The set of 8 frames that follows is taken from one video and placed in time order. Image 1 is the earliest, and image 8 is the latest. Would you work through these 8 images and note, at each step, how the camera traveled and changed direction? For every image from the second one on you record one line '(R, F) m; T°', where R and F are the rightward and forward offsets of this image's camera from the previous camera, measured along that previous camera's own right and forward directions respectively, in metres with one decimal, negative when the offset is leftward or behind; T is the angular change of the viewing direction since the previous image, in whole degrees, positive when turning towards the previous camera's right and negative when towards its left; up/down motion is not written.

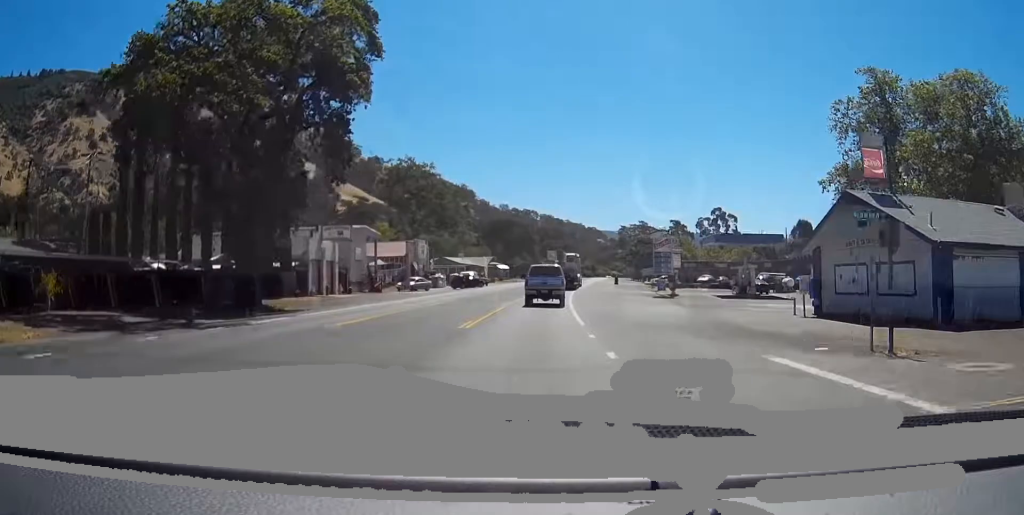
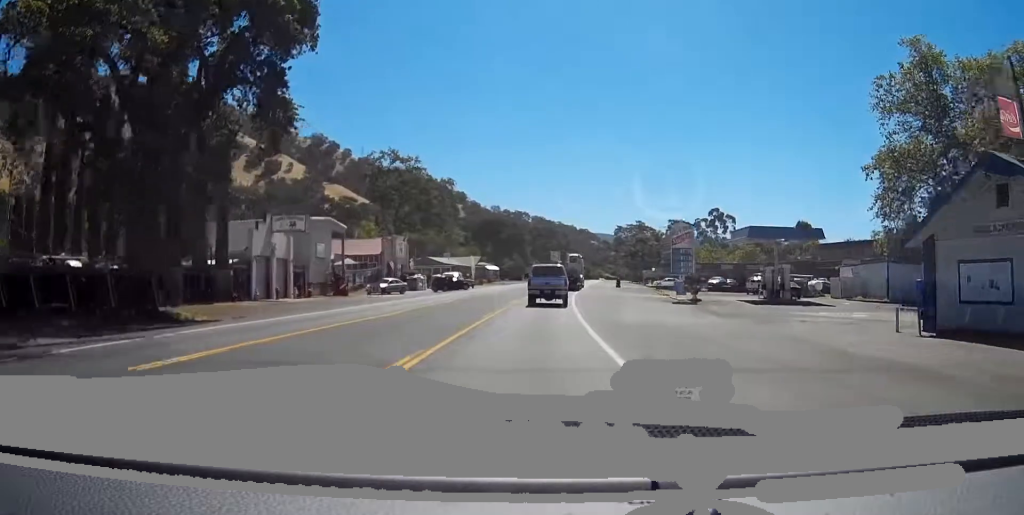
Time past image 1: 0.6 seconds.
(0.0, +10.6) m; 0°
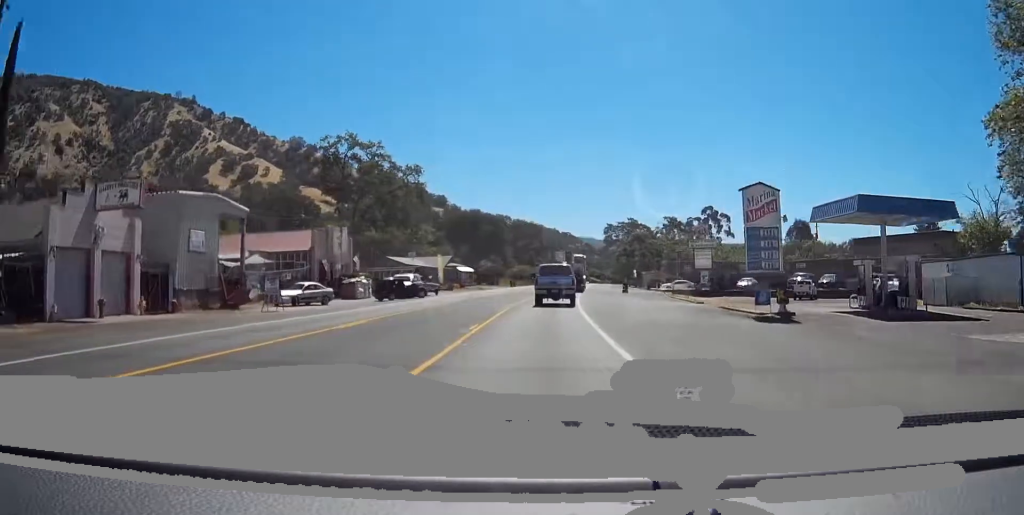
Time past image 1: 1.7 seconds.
(+0.2, +20.4) m; +1°
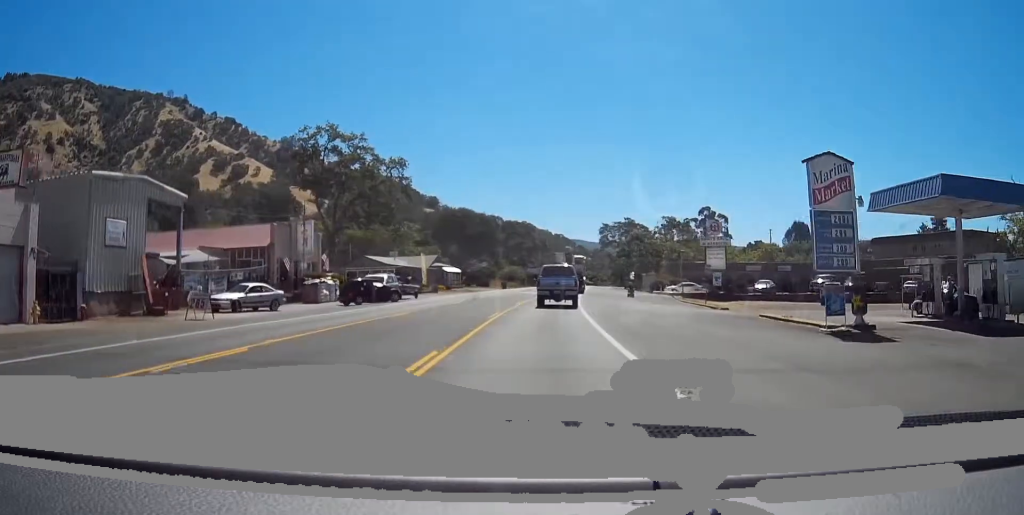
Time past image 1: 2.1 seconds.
(0.0, +8.0) m; 0°
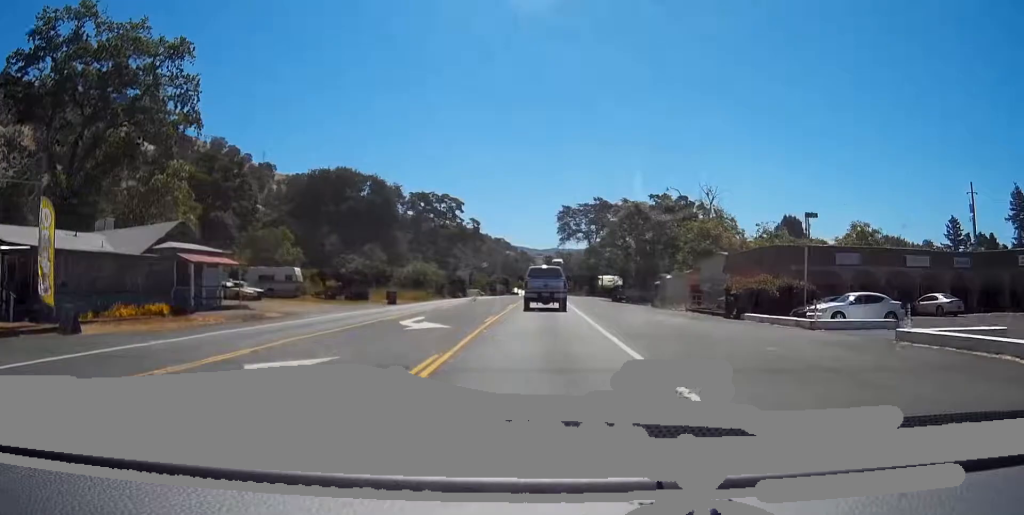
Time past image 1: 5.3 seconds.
(-4.6, +56.6) m; -4°
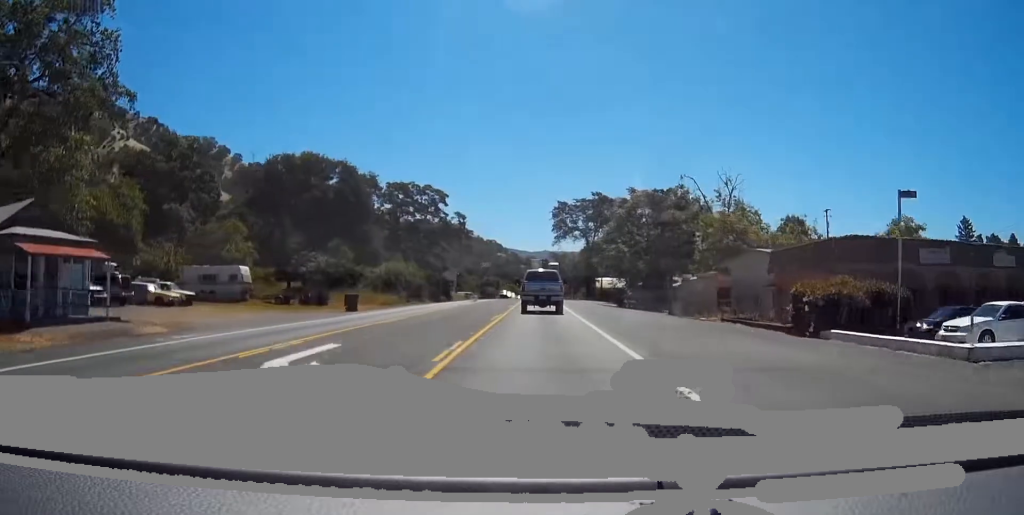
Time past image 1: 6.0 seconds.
(+0.3, +11.2) m; +4°
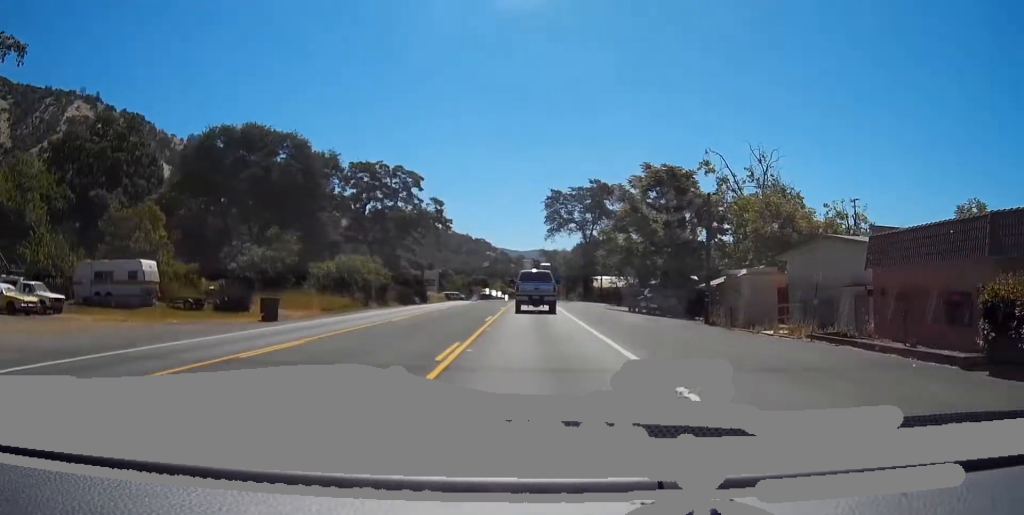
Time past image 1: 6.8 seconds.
(+0.6, +14.0) m; +4°
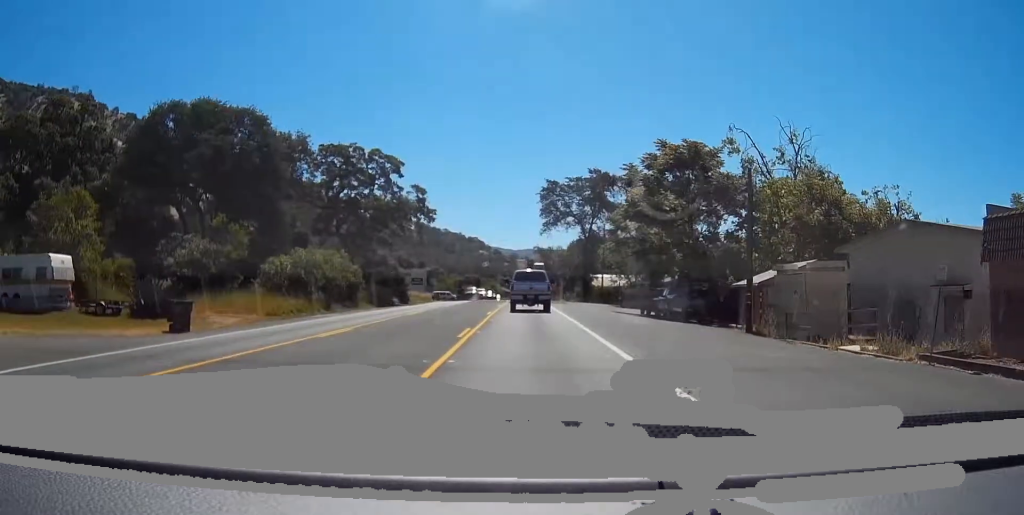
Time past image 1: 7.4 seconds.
(+0.3, +9.0) m; +1°
